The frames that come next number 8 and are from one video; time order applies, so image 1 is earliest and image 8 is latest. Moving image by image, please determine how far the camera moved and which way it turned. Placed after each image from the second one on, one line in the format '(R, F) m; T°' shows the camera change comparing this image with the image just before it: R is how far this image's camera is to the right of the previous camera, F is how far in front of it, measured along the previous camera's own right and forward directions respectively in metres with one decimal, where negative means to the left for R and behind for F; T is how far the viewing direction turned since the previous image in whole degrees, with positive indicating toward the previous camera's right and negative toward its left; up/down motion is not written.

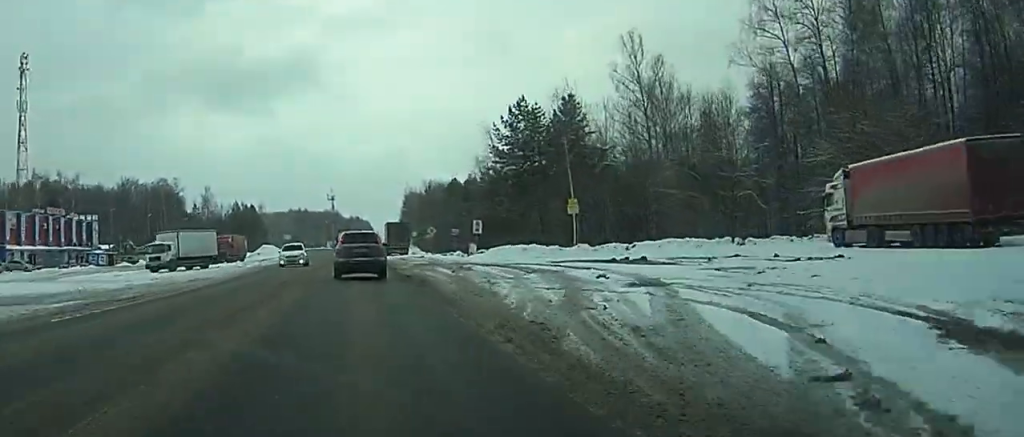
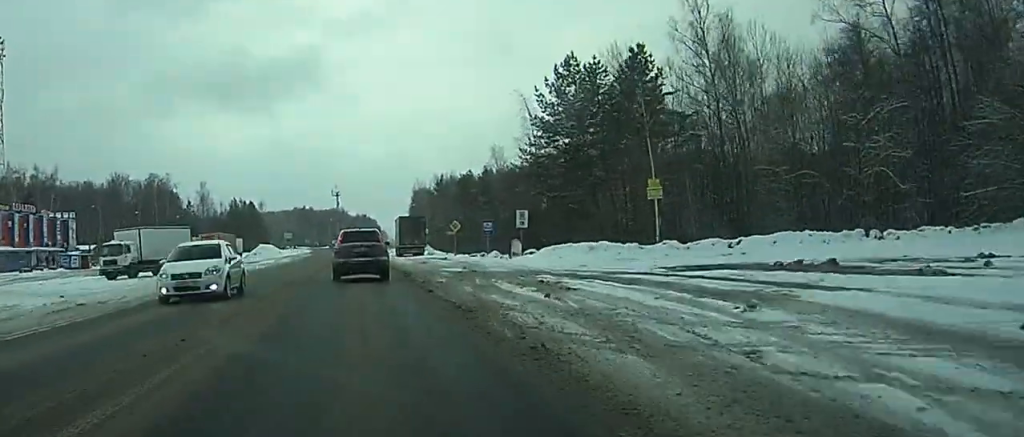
(-0.2, +18.0) m; -1°
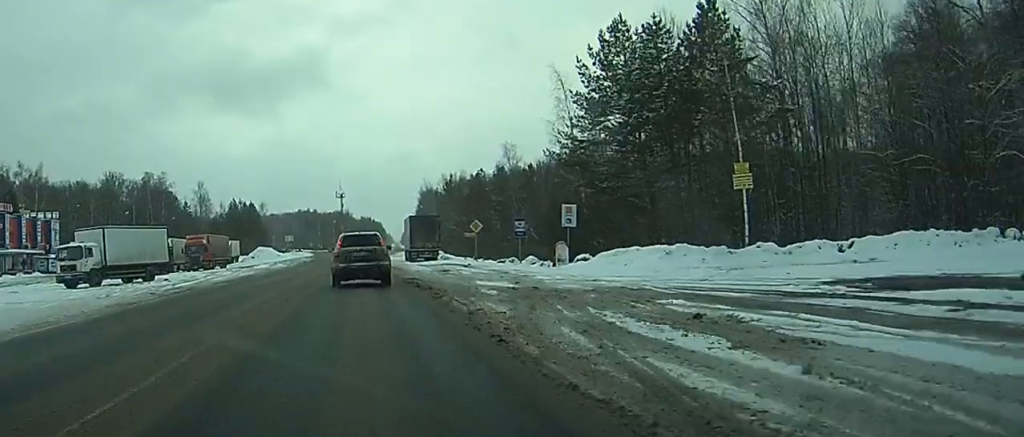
(0.0, +11.4) m; -1°
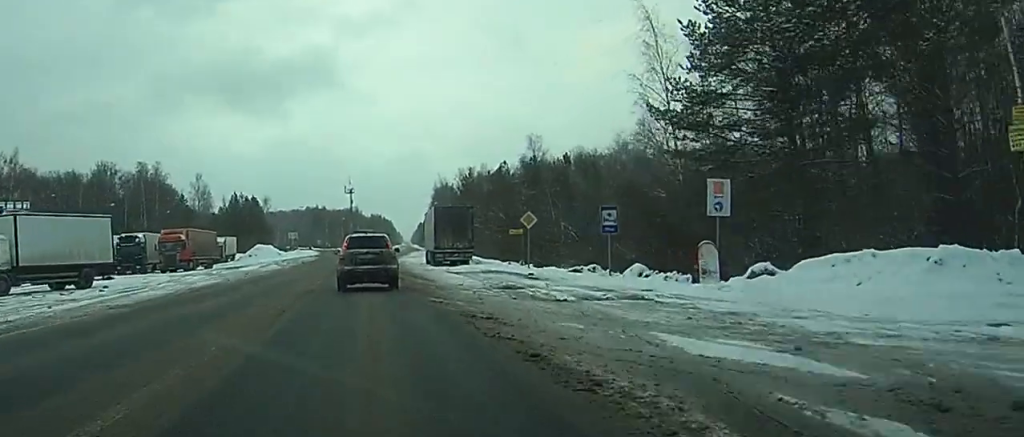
(-0.3, +17.5) m; -1°
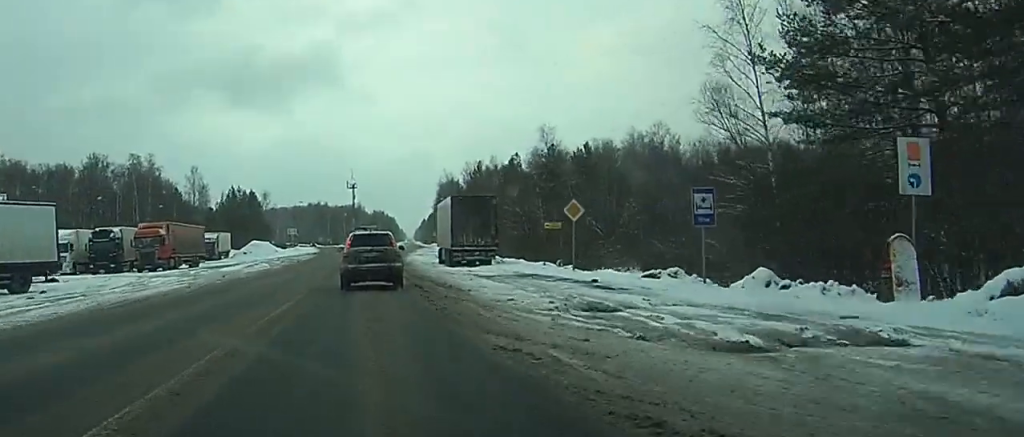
(-0.1, +9.6) m; 0°
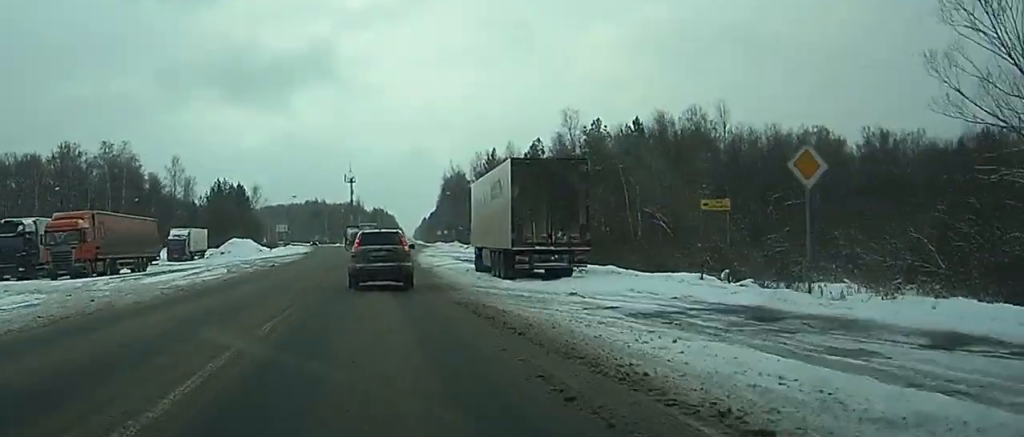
(0.0, +20.4) m; 0°
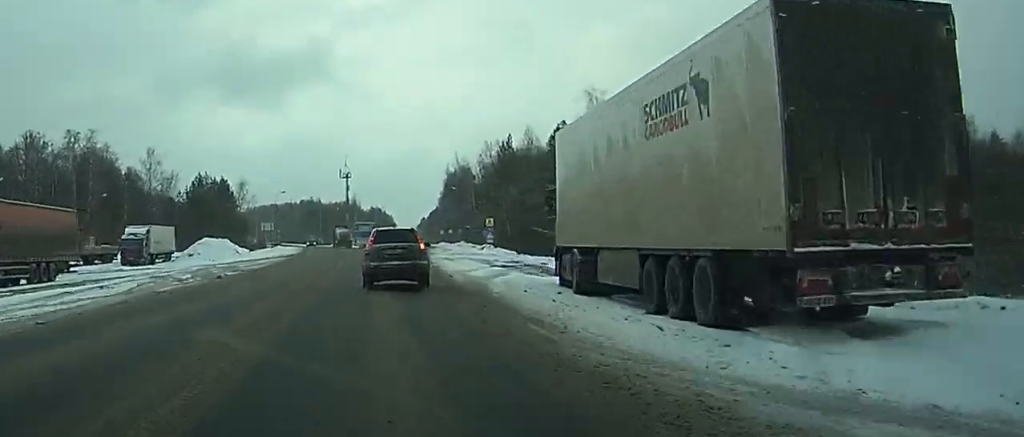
(0.0, +19.0) m; 0°
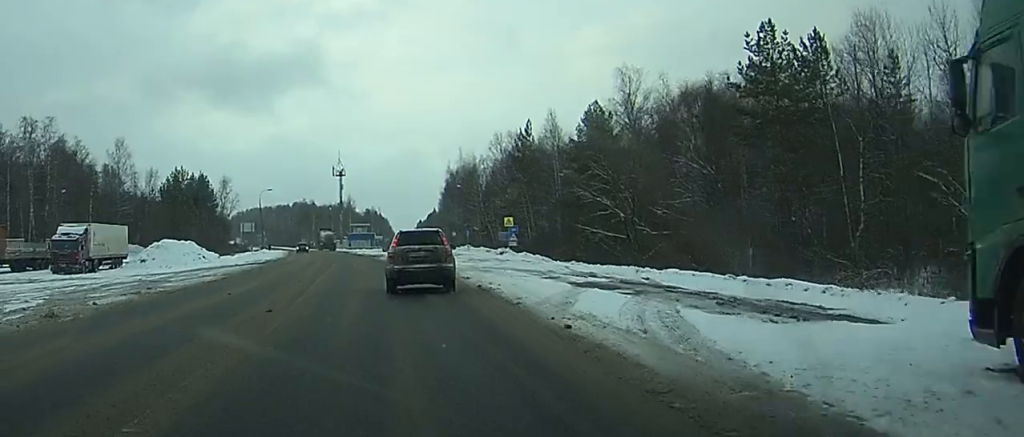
(0.0, +18.5) m; 0°
